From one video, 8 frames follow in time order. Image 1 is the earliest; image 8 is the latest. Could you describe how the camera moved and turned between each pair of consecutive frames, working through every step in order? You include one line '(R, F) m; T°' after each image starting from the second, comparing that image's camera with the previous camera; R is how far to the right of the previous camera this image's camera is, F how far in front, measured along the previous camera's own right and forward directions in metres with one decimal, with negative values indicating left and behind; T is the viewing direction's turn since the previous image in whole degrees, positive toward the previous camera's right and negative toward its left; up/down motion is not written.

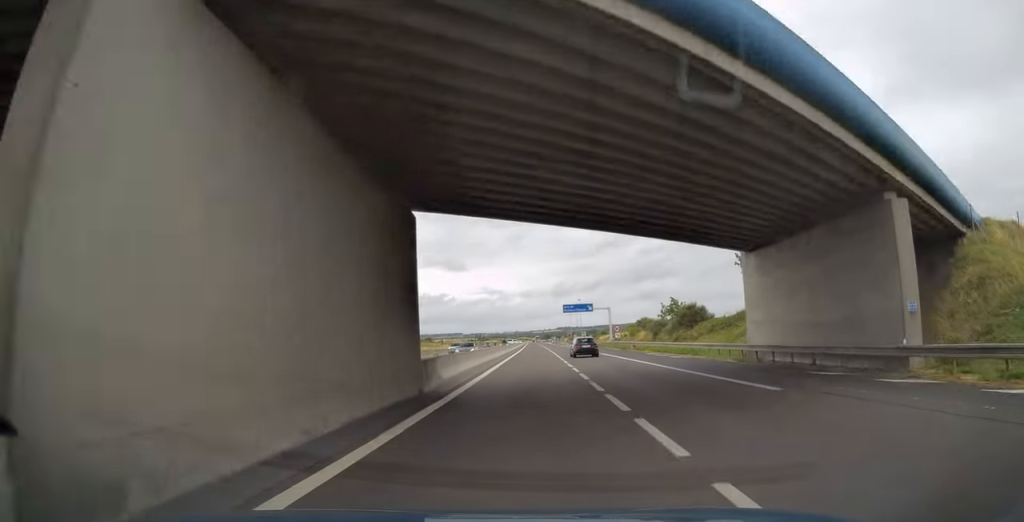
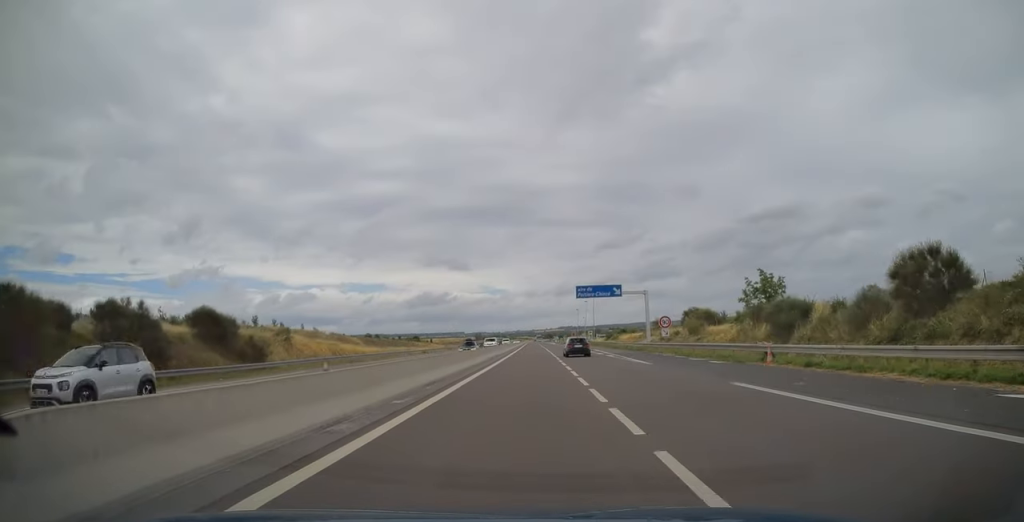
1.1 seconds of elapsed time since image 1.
(-0.2, +36.8) m; 0°
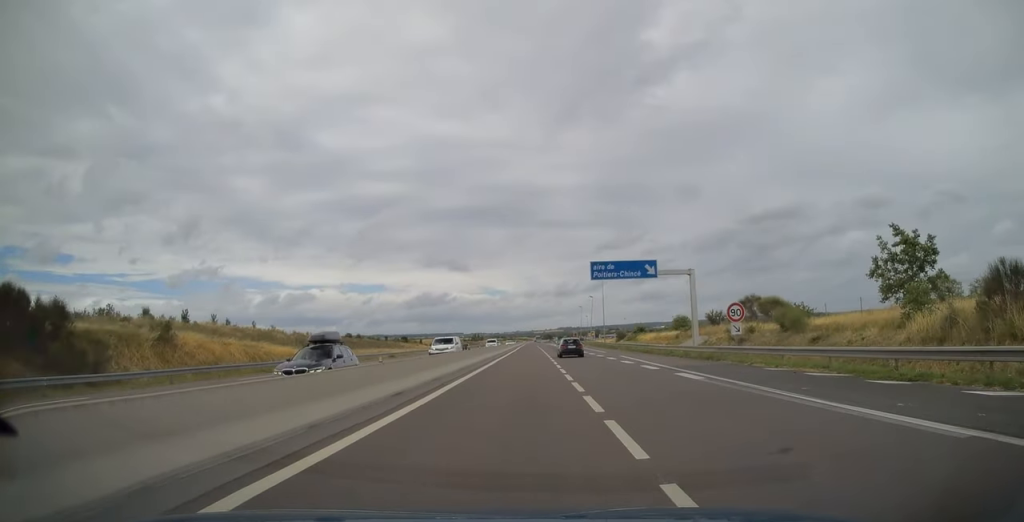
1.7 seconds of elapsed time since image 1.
(-0.1, +22.7) m; 0°
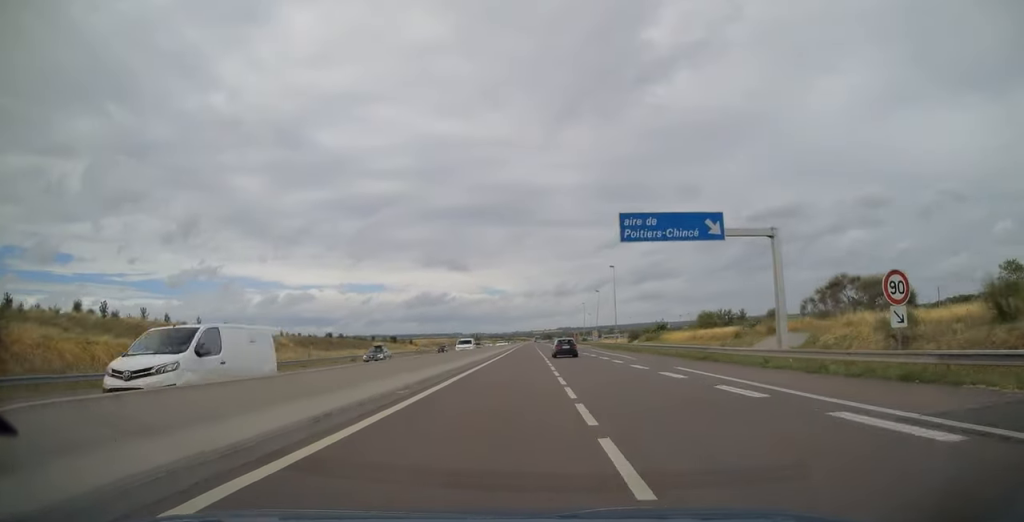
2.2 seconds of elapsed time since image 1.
(+0.1, +18.6) m; 0°
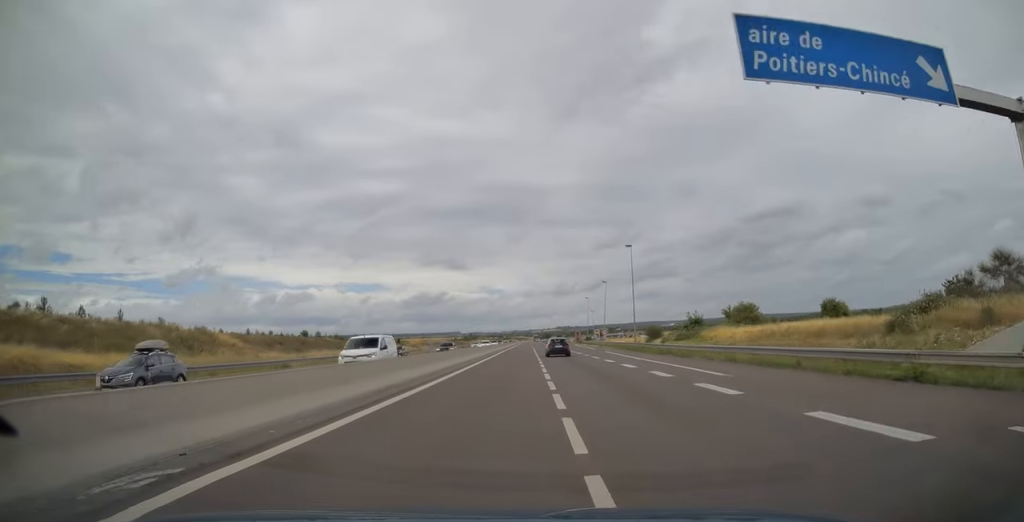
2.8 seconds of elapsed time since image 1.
(0.0, +19.2) m; 0°
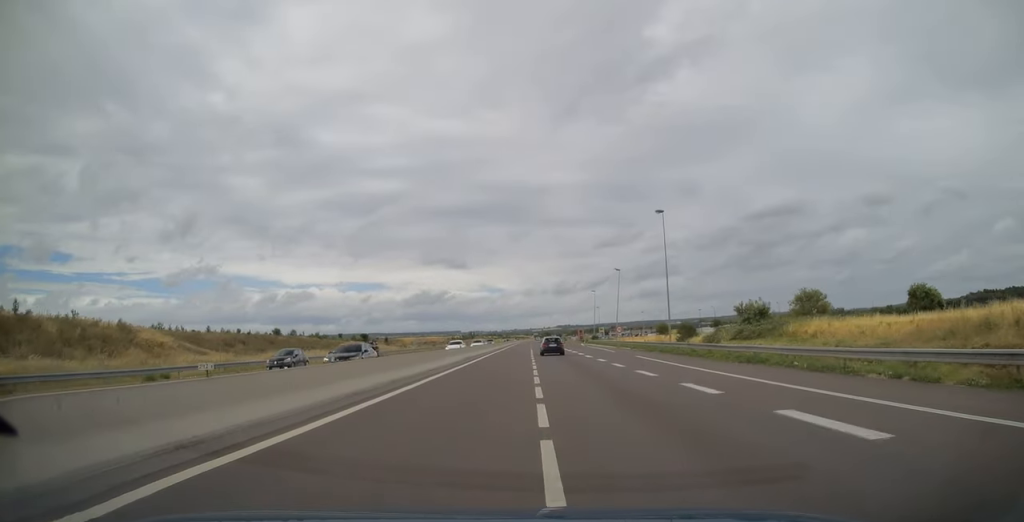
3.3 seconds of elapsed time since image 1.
(0.0, +19.3) m; 0°
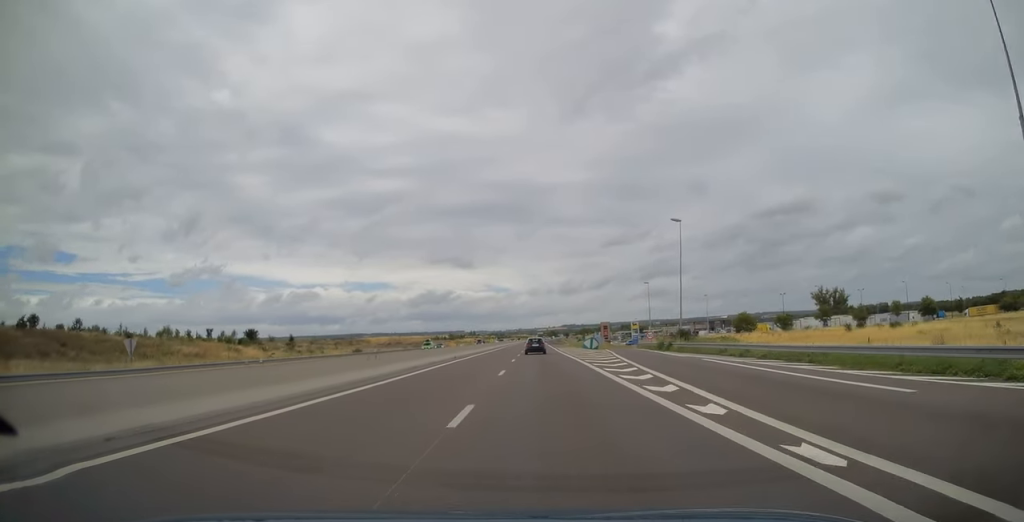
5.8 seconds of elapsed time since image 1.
(-0.3, +86.3) m; 0°
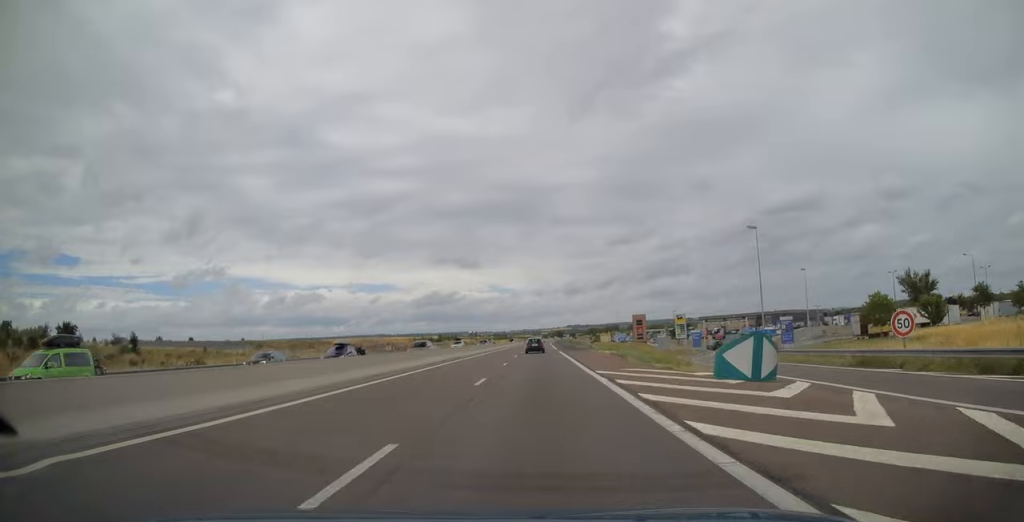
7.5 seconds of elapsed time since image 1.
(-0.2, +56.5) m; 0°
